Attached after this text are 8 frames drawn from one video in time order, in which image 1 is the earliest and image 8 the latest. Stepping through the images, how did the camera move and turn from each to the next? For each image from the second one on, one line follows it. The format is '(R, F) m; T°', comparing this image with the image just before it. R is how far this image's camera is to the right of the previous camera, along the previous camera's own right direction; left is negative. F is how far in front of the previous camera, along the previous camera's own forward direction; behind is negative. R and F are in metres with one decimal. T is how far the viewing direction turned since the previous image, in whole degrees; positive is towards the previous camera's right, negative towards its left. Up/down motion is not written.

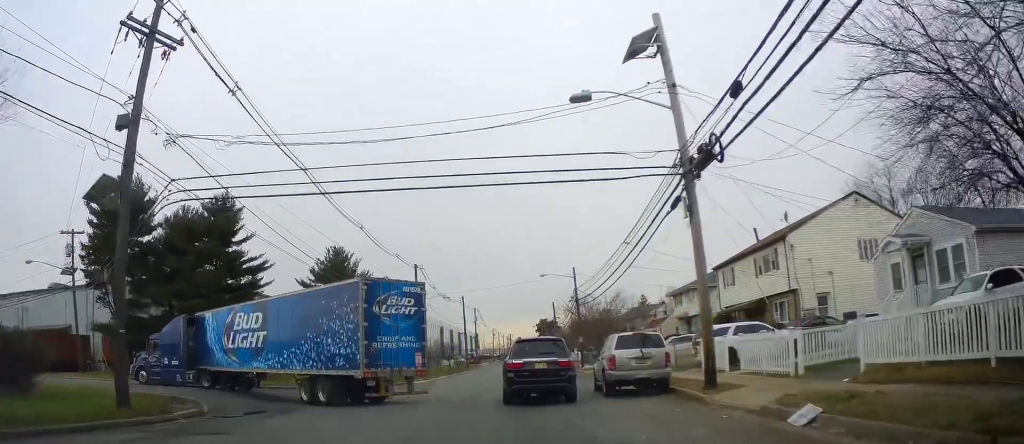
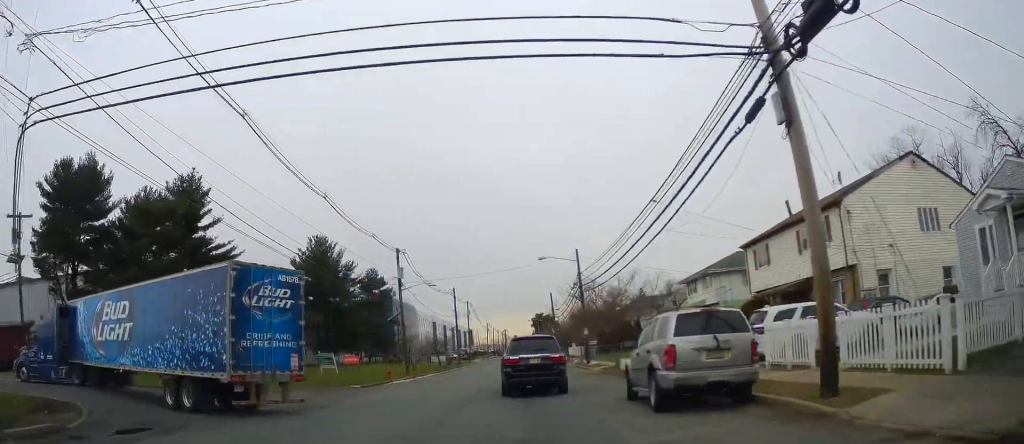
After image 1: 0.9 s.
(-0.3, +6.1) m; 0°
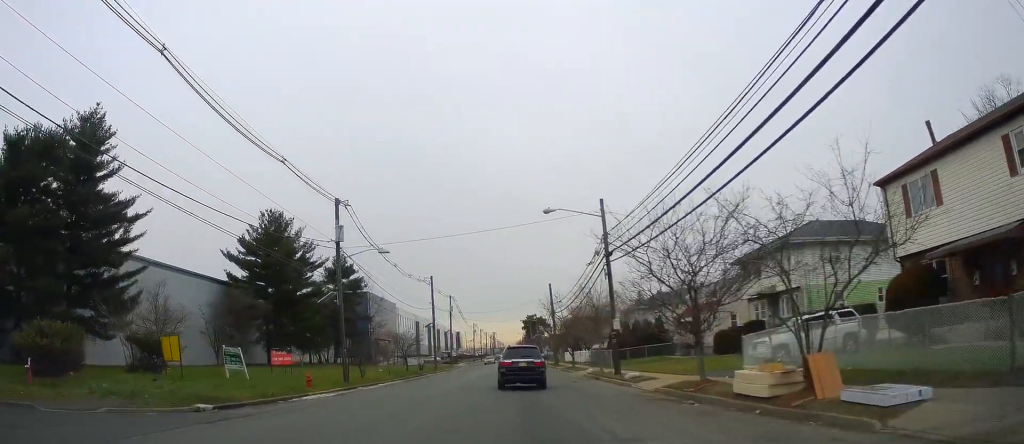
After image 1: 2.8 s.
(+0.4, +15.2) m; 0°
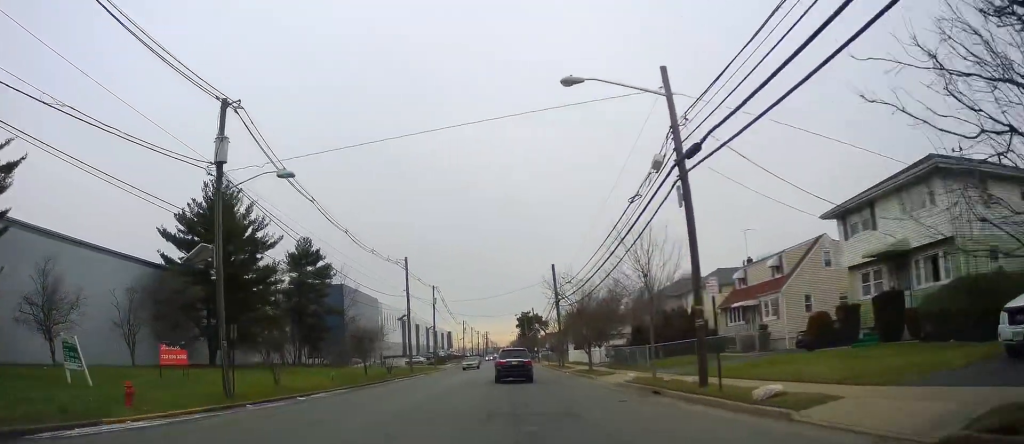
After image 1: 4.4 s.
(-0.1, +13.9) m; 0°
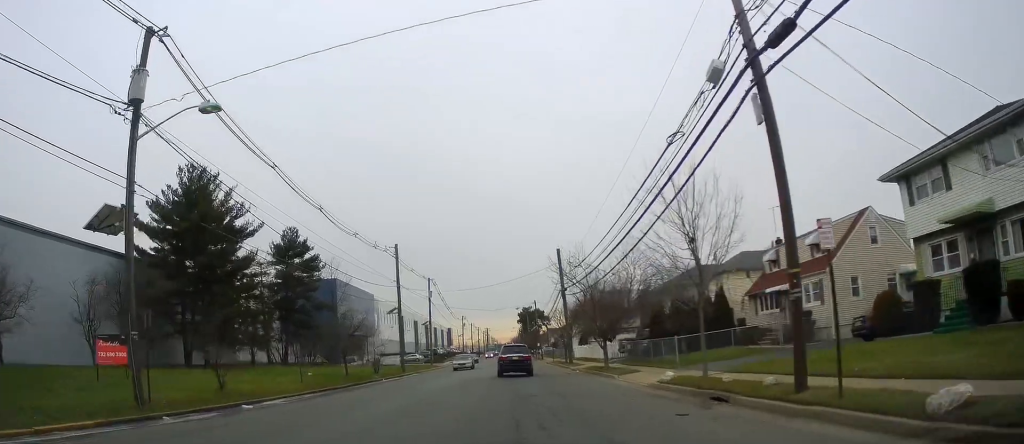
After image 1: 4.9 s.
(0.0, +5.2) m; 0°
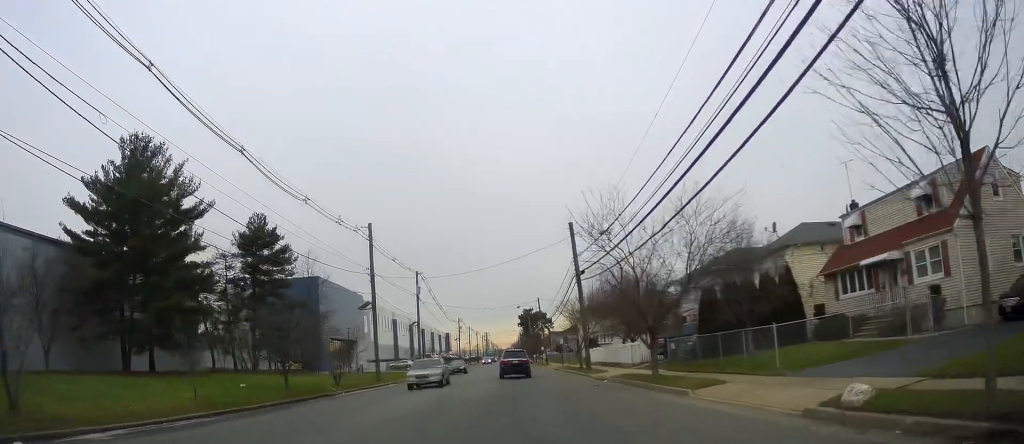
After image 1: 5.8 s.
(+0.1, +9.6) m; +1°
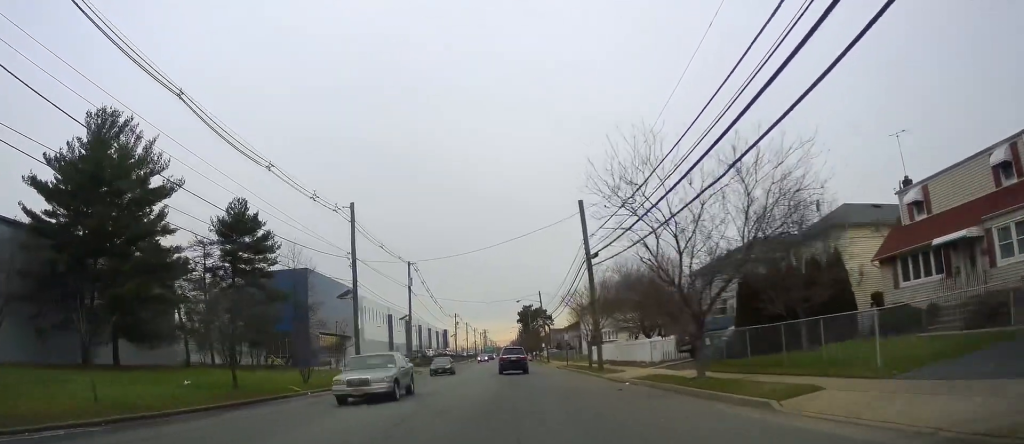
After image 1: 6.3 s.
(0.0, +5.0) m; 0°
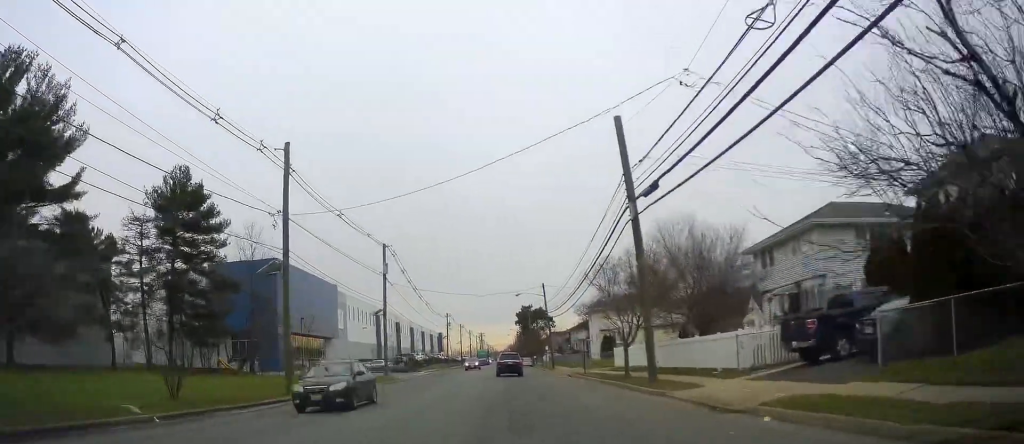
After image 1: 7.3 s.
(+0.1, +11.9) m; +1°
